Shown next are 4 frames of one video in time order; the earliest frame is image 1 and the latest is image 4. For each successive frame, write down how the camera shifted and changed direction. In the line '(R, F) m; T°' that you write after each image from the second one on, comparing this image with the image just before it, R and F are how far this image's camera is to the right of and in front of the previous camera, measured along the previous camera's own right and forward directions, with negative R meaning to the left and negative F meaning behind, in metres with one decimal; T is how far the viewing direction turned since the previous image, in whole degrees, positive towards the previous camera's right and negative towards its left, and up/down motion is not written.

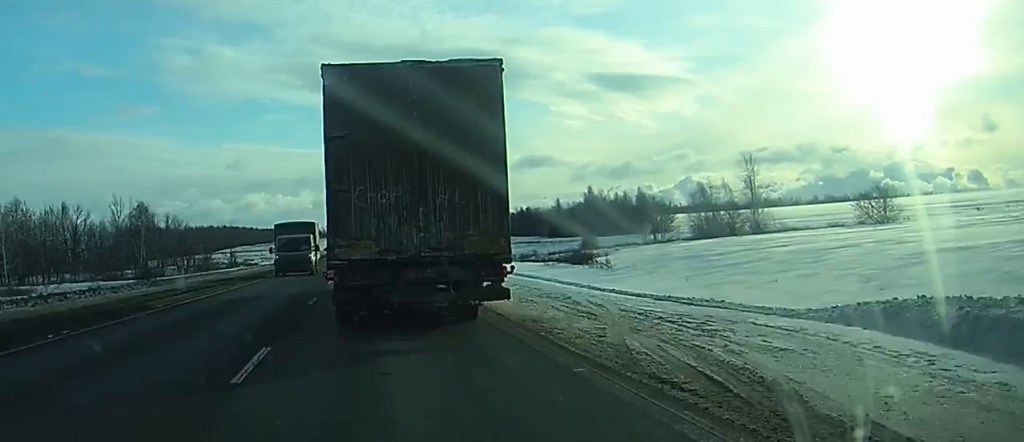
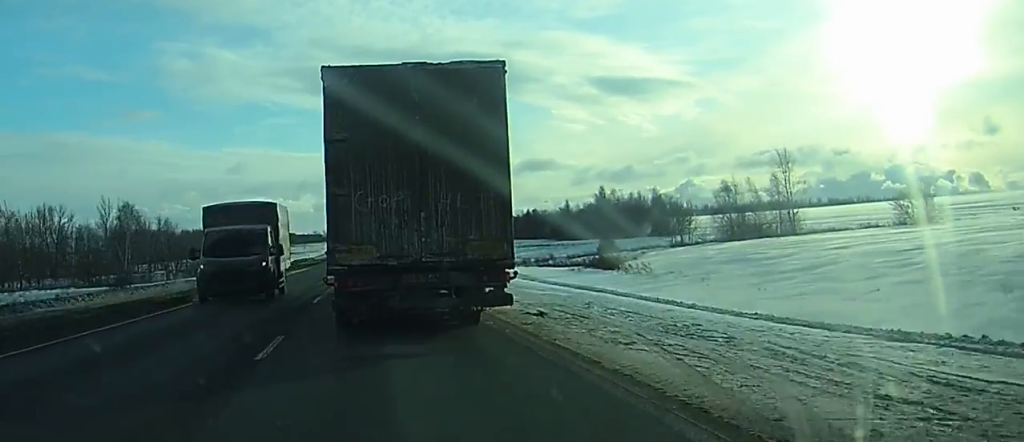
(+0.1, +10.0) m; 0°
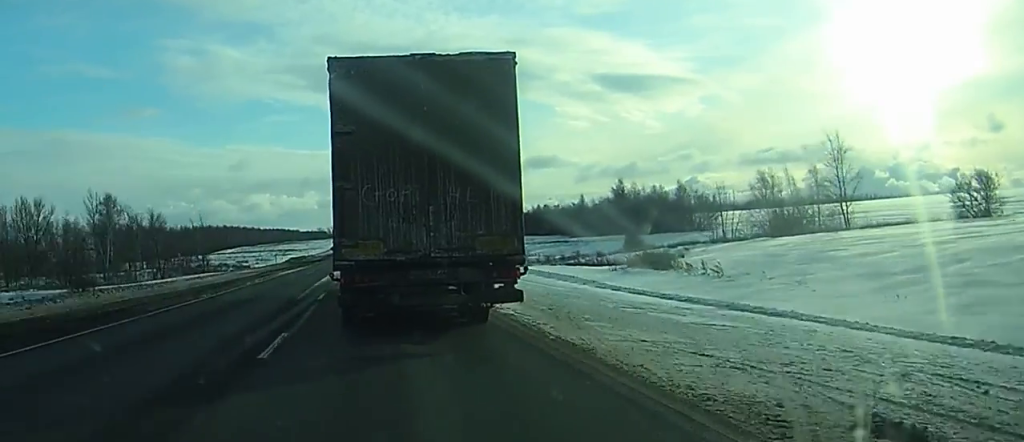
(-0.1, +12.0) m; 0°
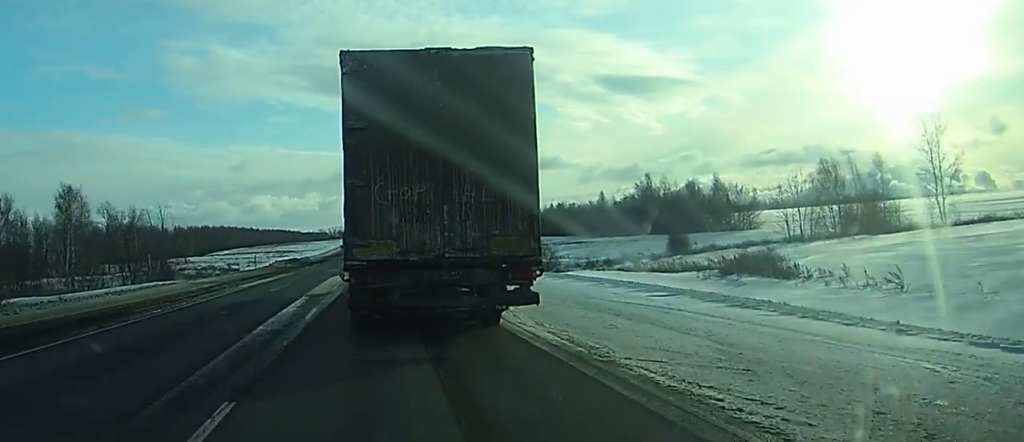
(0.0, +17.9) m; 0°
